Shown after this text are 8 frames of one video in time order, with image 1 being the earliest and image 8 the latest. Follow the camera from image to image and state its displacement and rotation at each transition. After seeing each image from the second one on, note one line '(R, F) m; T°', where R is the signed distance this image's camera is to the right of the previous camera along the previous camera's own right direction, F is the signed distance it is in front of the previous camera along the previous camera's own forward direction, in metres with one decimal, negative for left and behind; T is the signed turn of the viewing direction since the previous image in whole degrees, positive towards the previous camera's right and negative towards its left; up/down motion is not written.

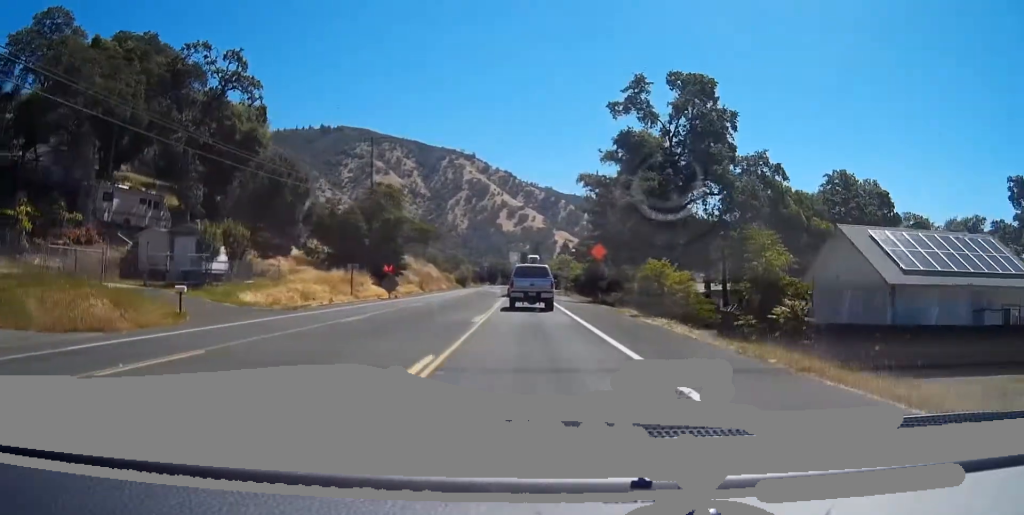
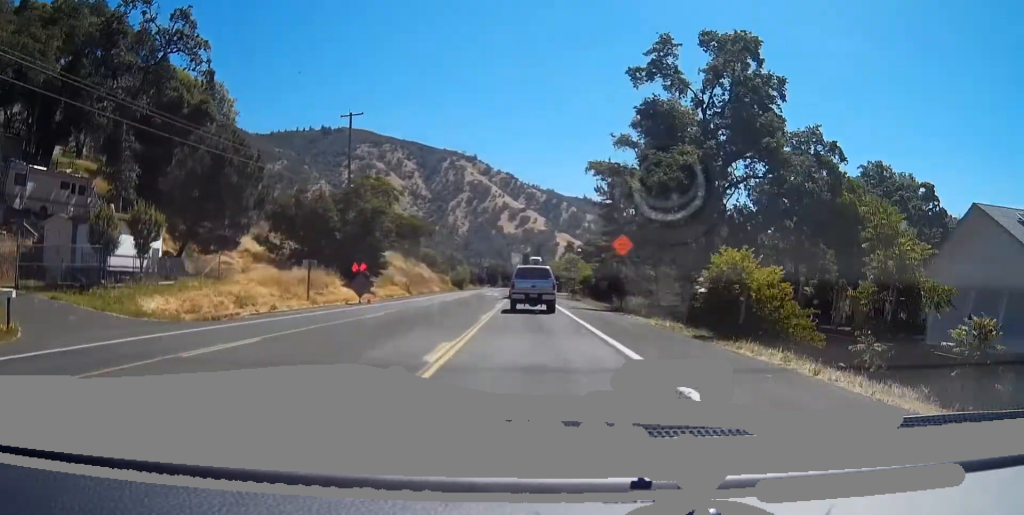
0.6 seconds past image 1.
(-0.1, +11.8) m; 0°
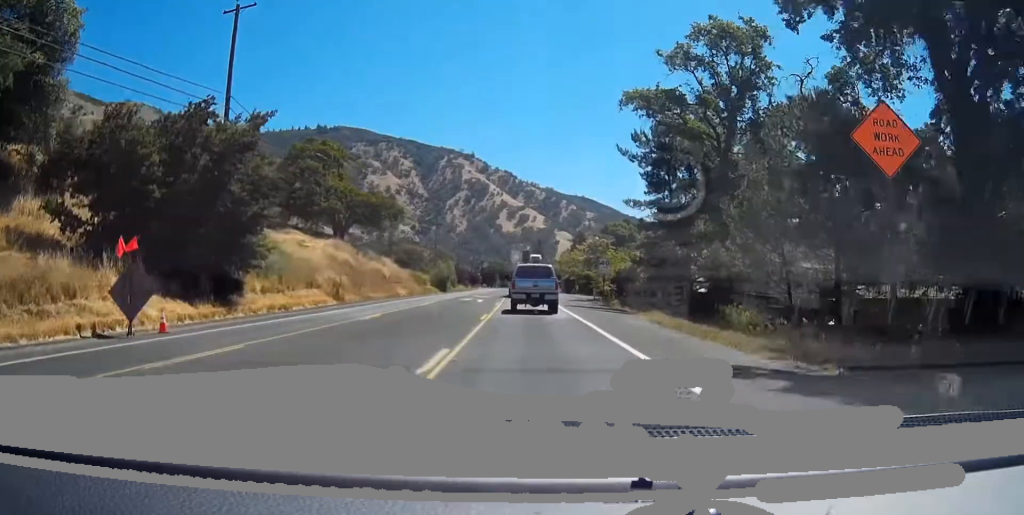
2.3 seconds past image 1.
(0.0, +31.1) m; 0°
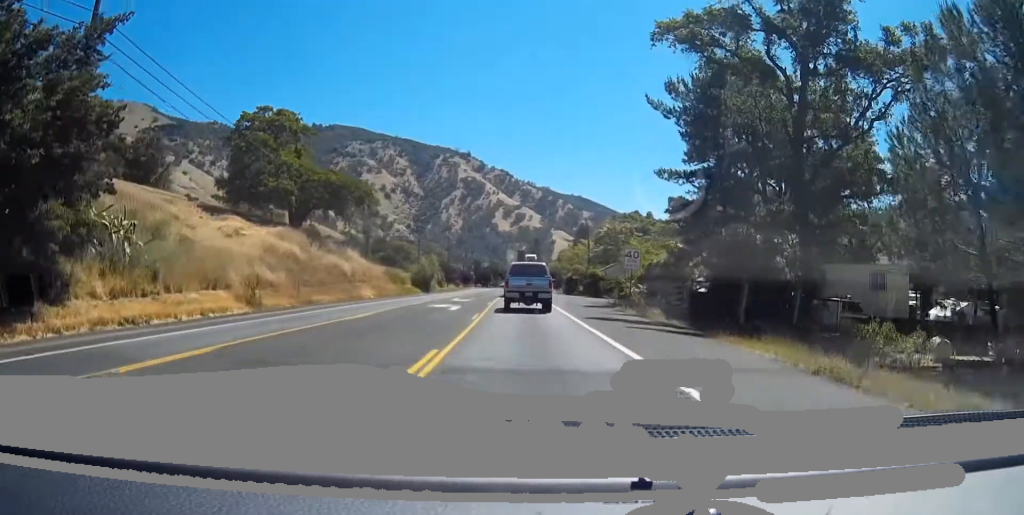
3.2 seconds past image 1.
(+0.1, +15.7) m; 0°
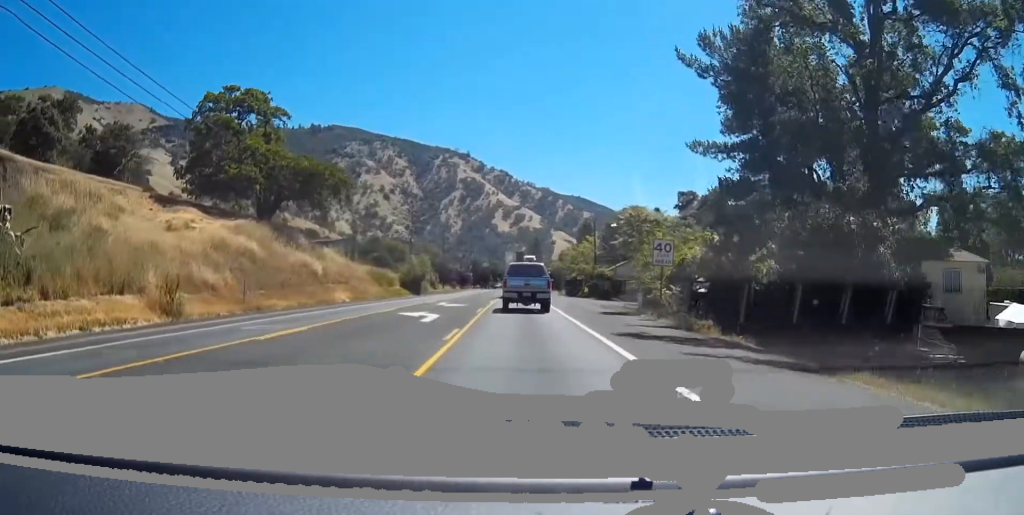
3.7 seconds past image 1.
(0.0, +9.0) m; 0°
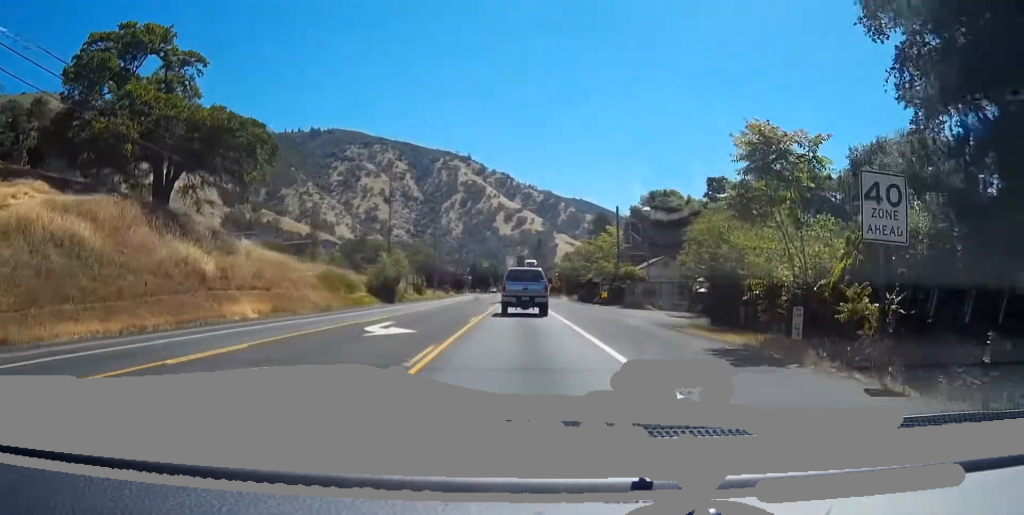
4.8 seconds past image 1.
(0.0, +20.3) m; 0°
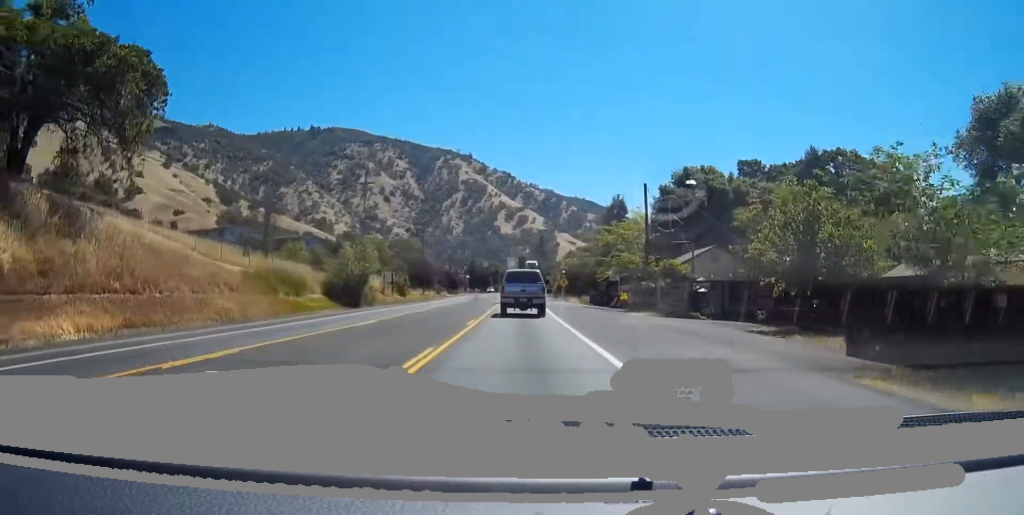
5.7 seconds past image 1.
(+0.1, +15.7) m; 0°
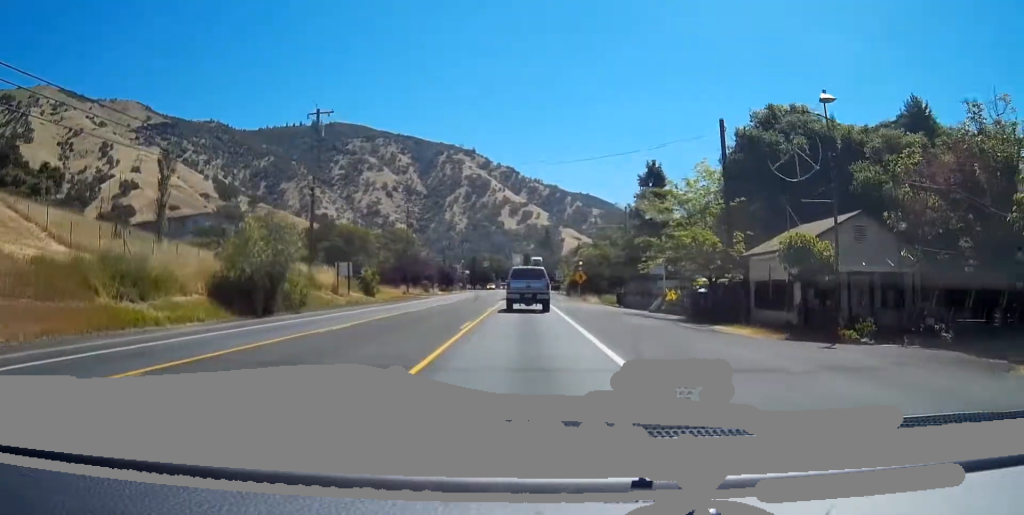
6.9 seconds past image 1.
(-0.3, +19.2) m; -1°
